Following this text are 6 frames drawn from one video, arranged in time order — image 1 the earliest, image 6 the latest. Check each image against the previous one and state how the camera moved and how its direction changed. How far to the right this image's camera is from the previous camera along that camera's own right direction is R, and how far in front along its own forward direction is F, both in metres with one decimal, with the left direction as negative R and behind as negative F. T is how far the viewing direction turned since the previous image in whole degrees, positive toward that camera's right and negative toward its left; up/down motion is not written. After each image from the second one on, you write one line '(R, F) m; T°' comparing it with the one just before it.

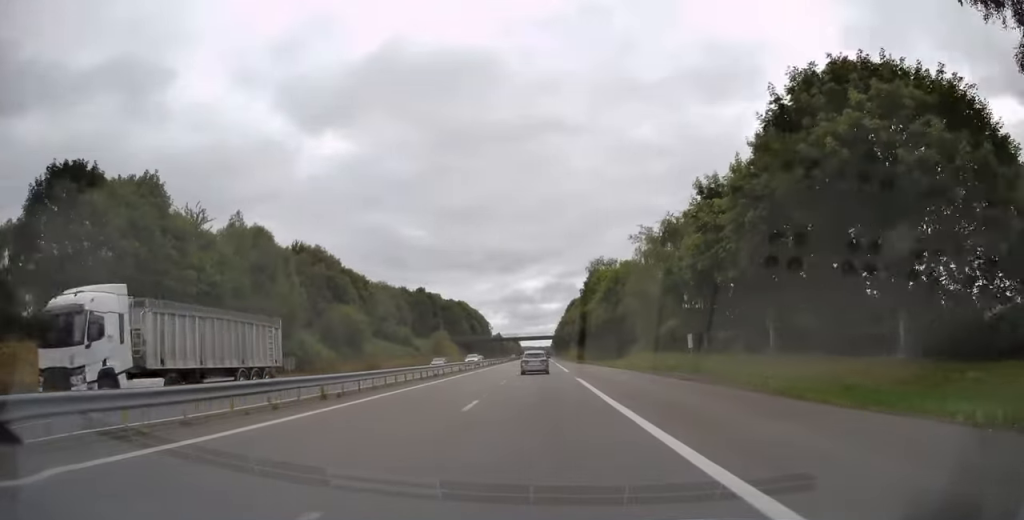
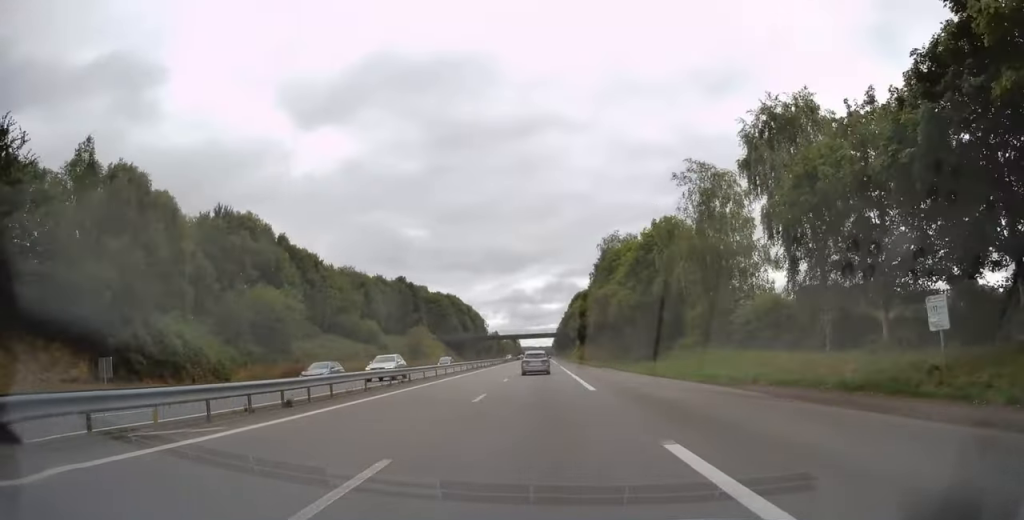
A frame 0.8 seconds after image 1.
(+0.1, +23.0) m; 0°
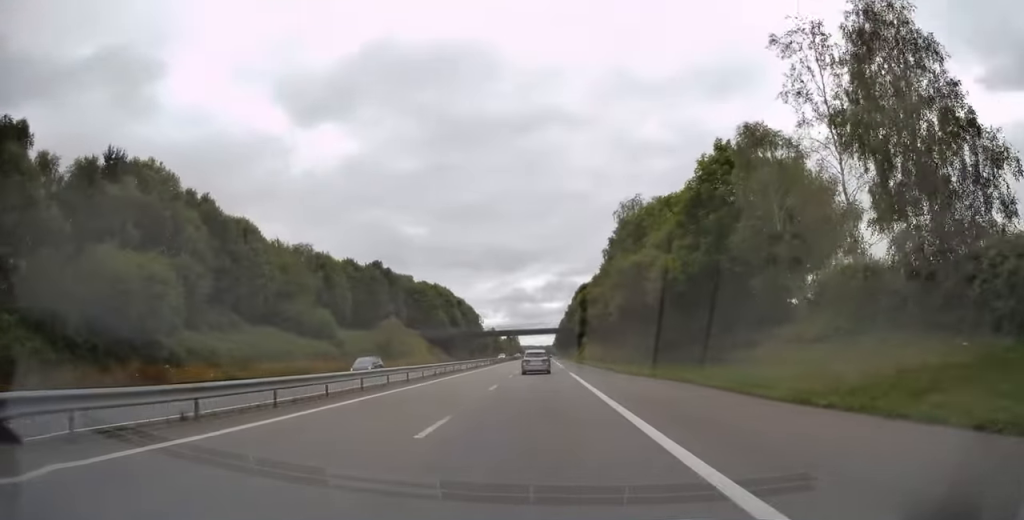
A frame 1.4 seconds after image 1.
(+0.2, +20.4) m; 0°
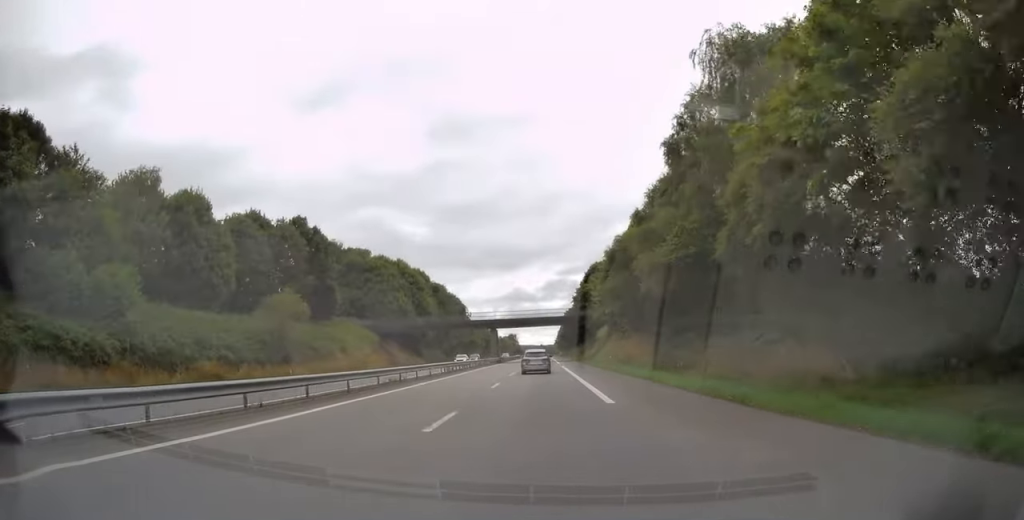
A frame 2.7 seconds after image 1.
(-0.5, +37.8) m; 0°
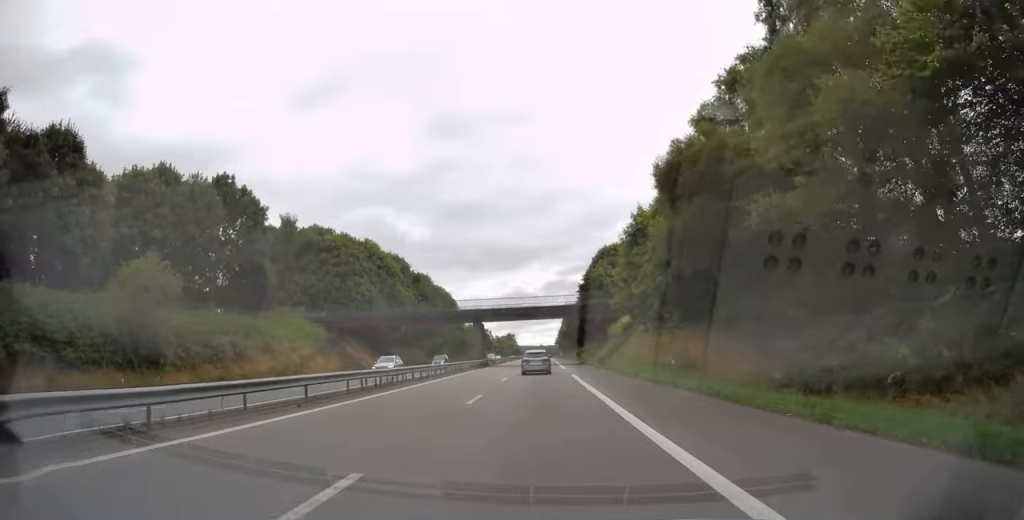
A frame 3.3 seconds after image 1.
(-0.1, +19.9) m; +1°
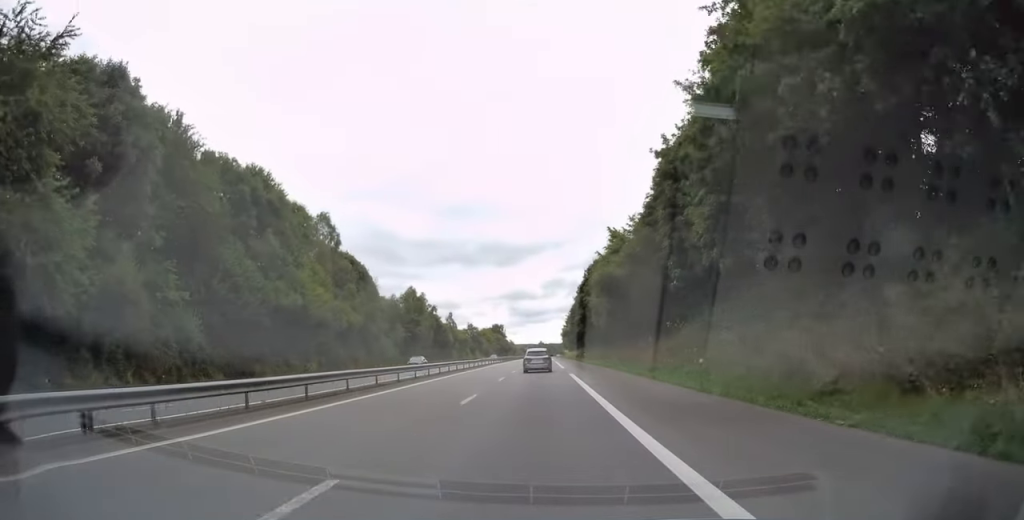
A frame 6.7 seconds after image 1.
(-0.6, +103.8) m; 0°
